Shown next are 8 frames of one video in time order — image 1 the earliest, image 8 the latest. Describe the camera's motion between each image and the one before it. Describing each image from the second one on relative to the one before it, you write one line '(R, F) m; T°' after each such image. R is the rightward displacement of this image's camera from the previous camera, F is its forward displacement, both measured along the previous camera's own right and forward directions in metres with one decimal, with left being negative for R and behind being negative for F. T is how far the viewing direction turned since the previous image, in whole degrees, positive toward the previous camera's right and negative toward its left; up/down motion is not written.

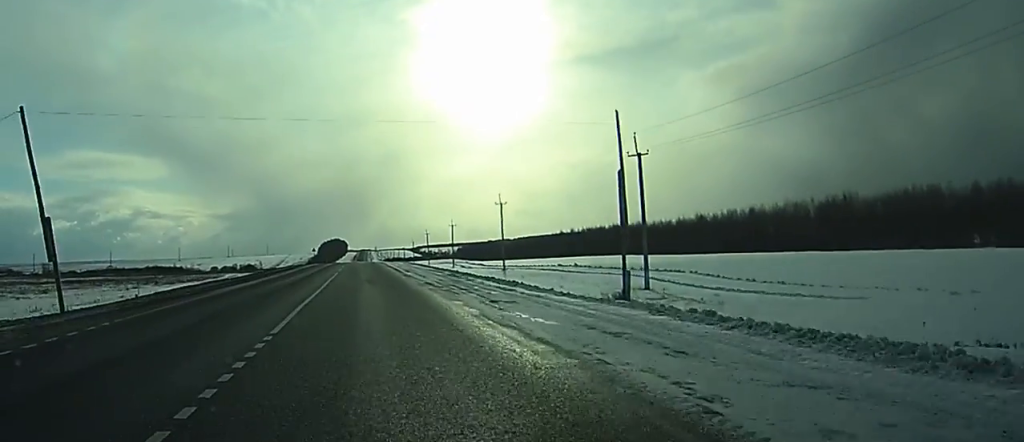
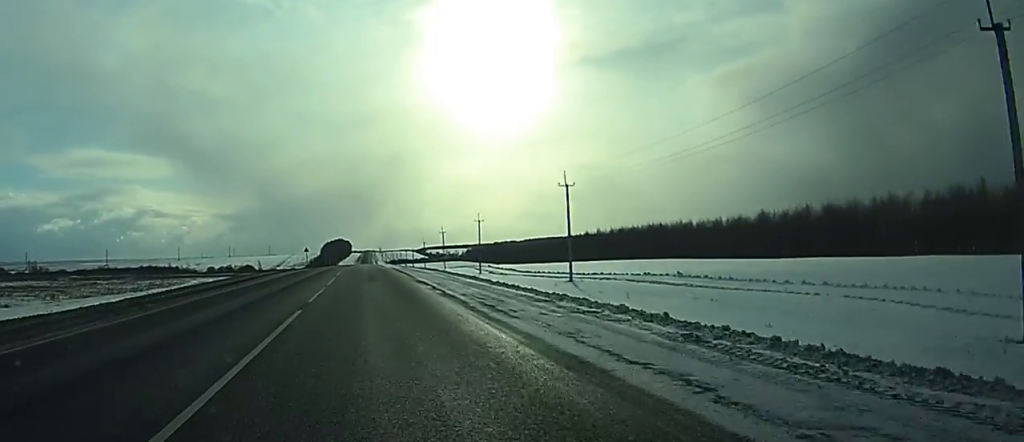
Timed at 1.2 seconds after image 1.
(-0.1, +33.7) m; 0°
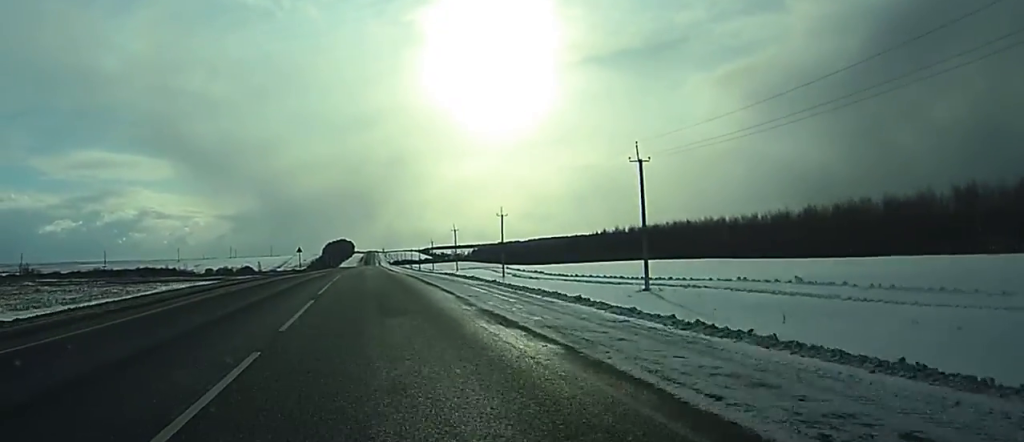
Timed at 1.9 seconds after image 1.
(-0.1, +20.3) m; 0°
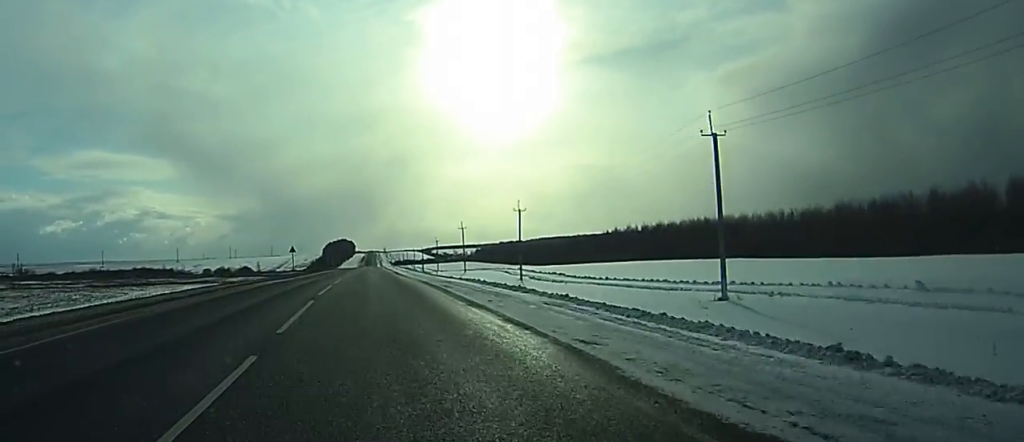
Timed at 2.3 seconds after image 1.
(0.0, +12.6) m; 0°
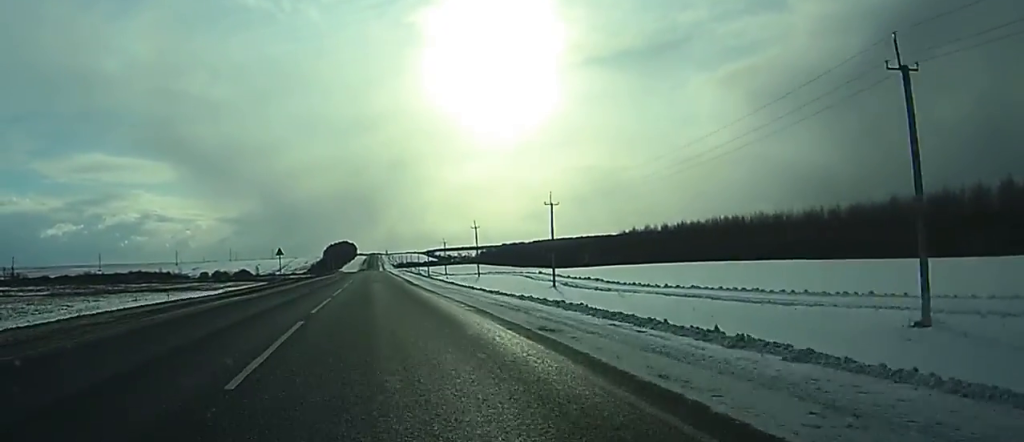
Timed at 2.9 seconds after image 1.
(0.0, +17.5) m; 0°
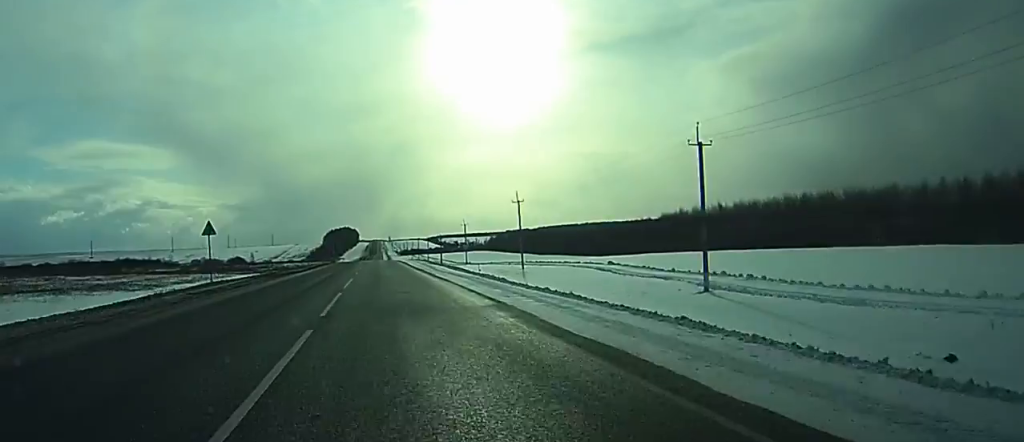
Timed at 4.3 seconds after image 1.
(-0.1, +39.9) m; 0°
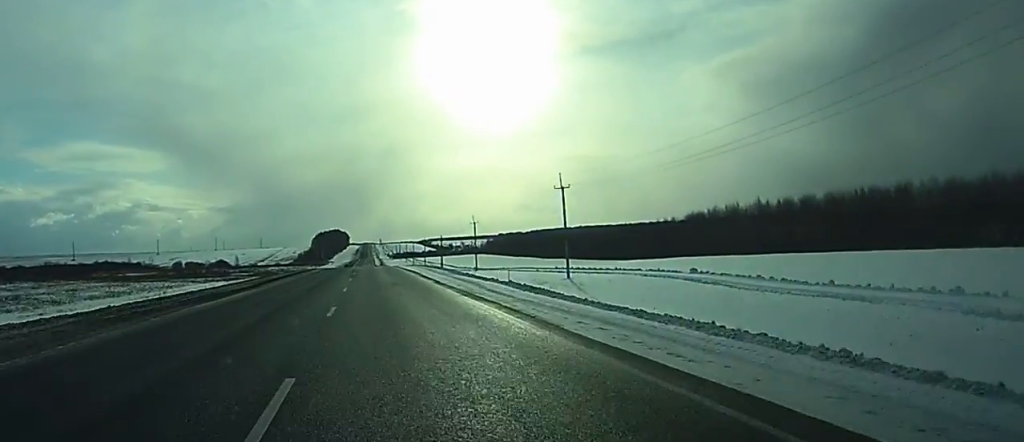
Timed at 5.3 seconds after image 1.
(+0.2, +29.3) m; 0°
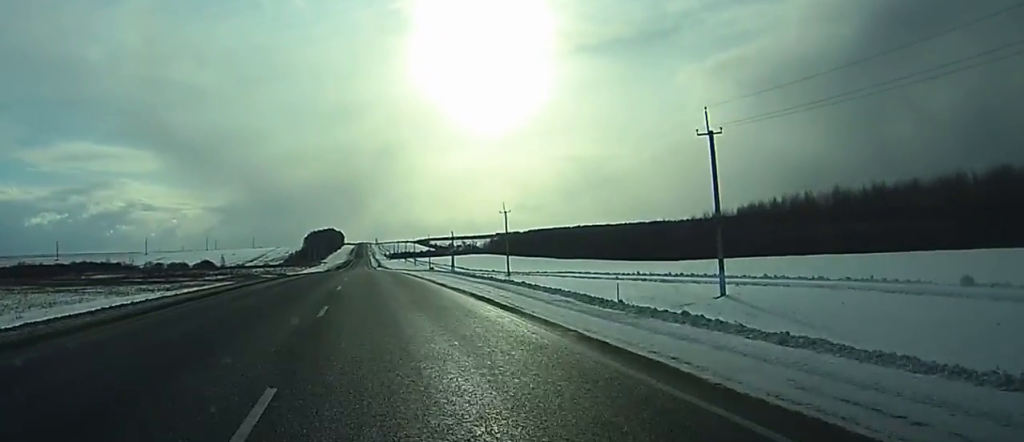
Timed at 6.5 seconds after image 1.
(0.0, +37.2) m; 0°
